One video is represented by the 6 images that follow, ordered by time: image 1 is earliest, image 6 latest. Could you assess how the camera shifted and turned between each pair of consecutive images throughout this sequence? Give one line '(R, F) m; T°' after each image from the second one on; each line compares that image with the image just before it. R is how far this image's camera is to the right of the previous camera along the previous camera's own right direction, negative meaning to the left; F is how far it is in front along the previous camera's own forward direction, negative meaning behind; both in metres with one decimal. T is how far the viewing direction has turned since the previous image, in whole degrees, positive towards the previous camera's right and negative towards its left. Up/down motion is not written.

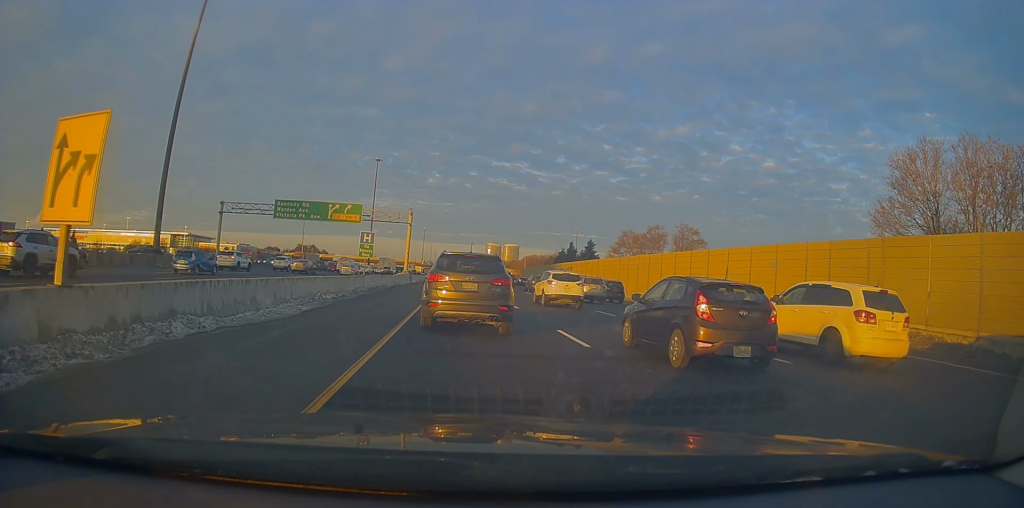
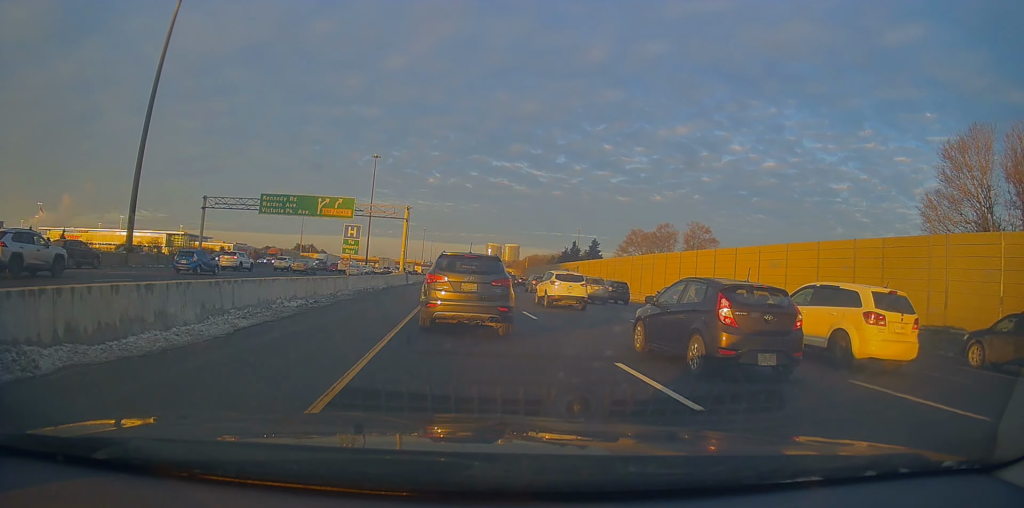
(0.0, +5.3) m; -1°
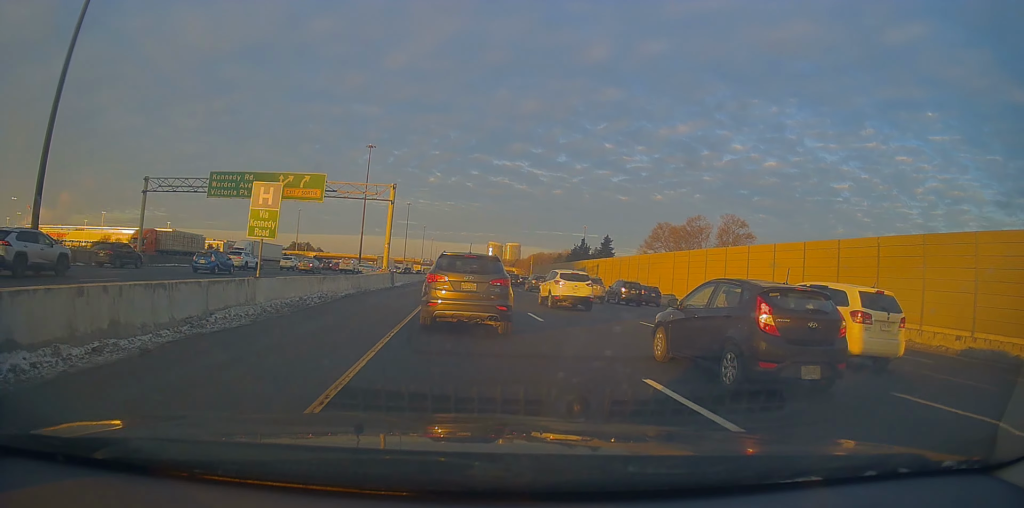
(-0.2, +13.9) m; -1°
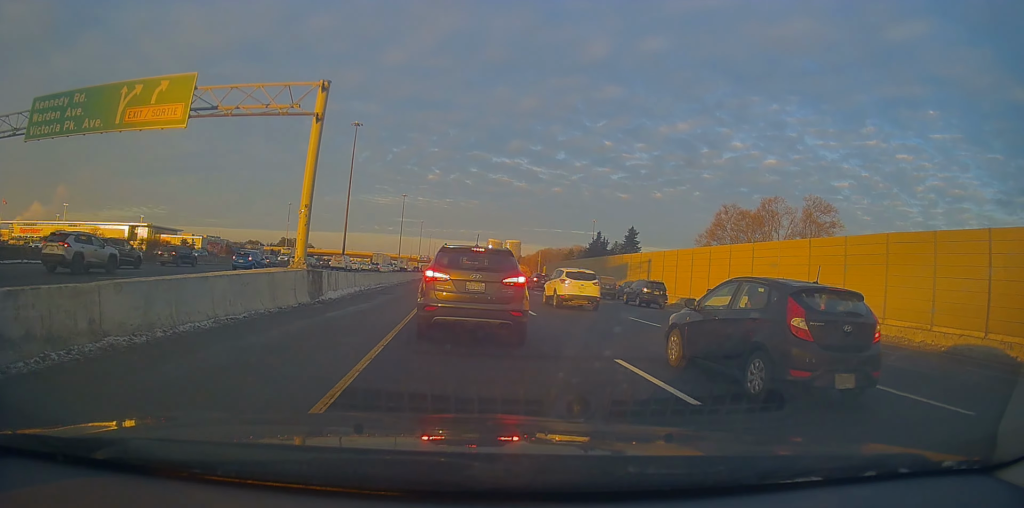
(+0.8, +23.7) m; +2°
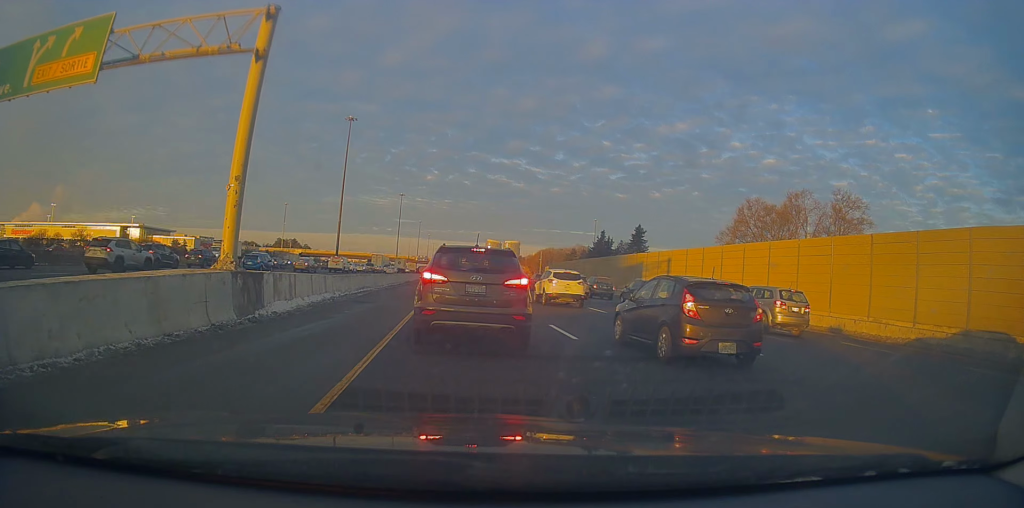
(-0.3, +7.0) m; -2°
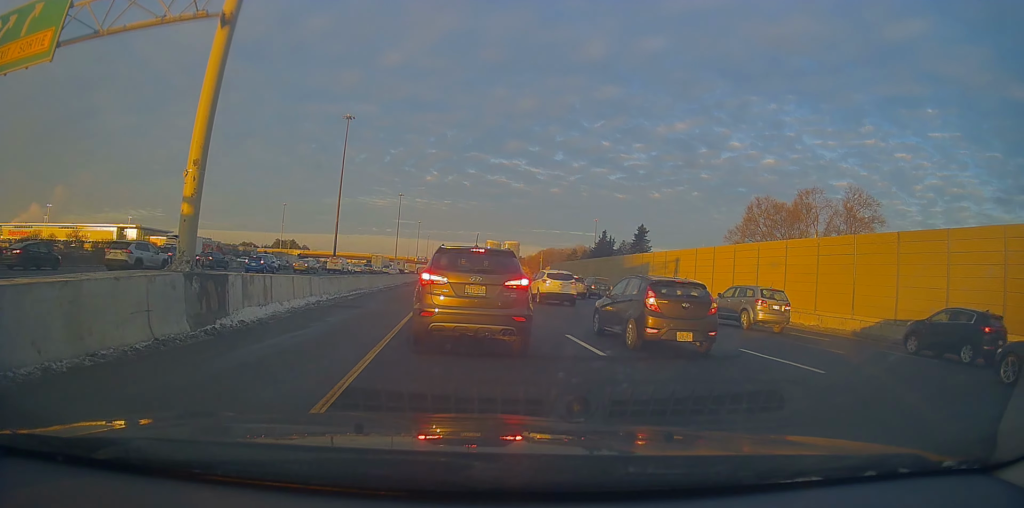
(0.0, +2.6) m; 0°
